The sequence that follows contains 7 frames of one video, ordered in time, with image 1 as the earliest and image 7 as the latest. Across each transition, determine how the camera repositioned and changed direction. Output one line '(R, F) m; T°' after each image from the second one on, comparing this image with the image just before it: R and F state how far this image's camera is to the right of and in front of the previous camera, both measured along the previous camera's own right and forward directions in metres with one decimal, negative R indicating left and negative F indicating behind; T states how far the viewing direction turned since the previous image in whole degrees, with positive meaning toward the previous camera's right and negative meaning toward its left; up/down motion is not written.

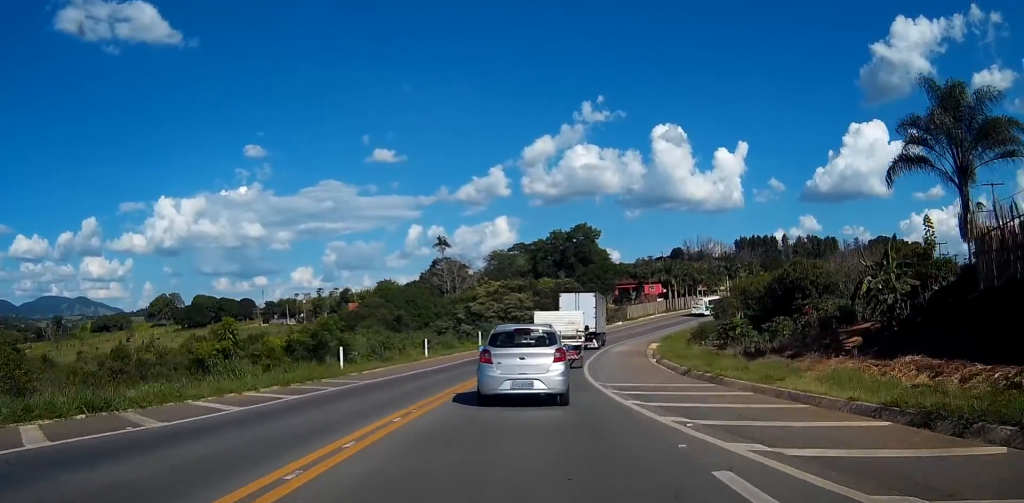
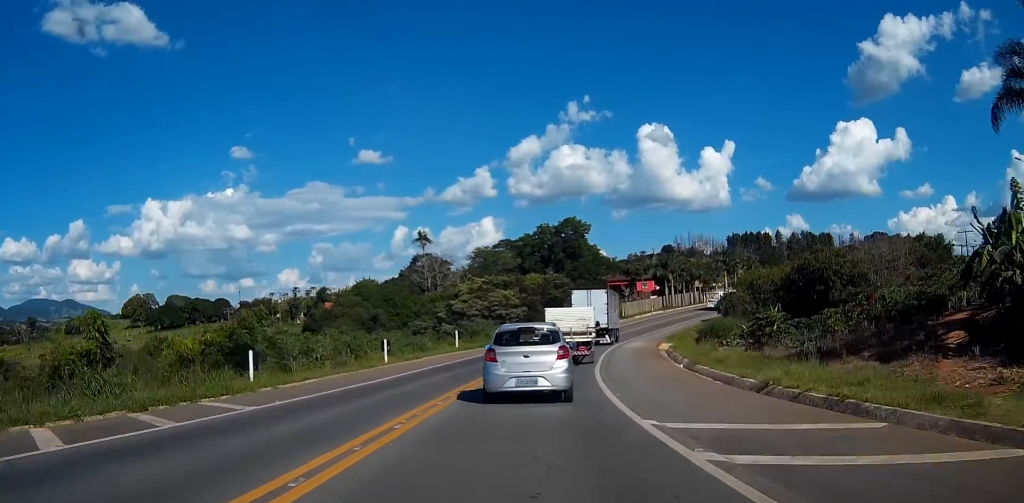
(-0.1, +9.9) m; 0°
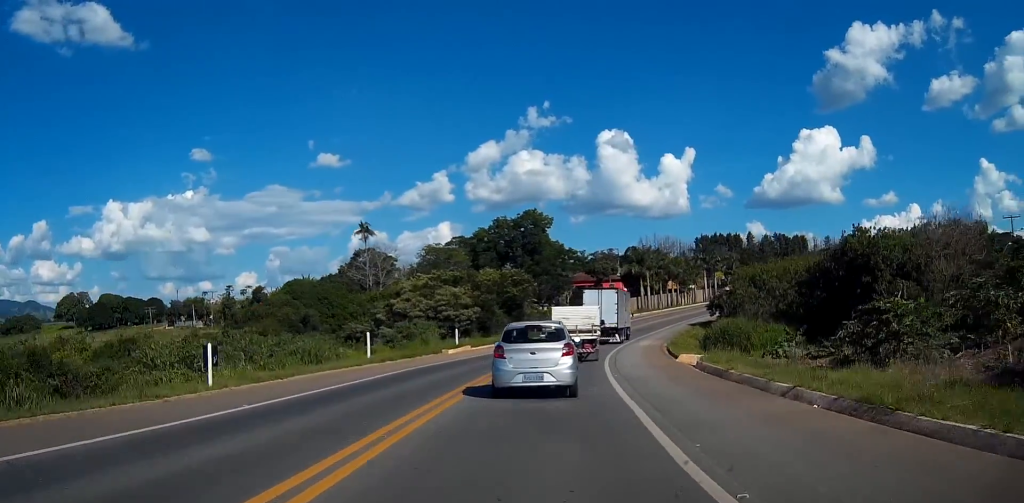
(+0.2, +18.0) m; +3°
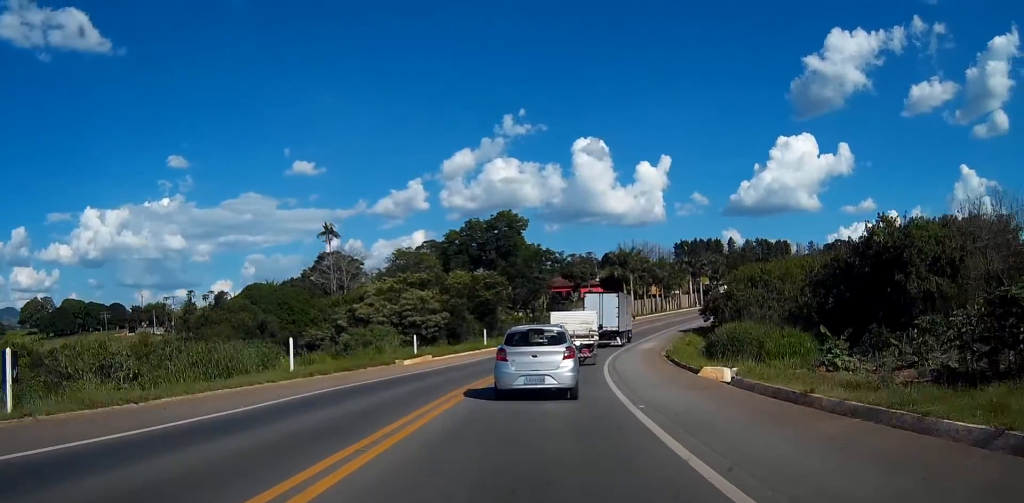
(+0.3, +8.5) m; +2°
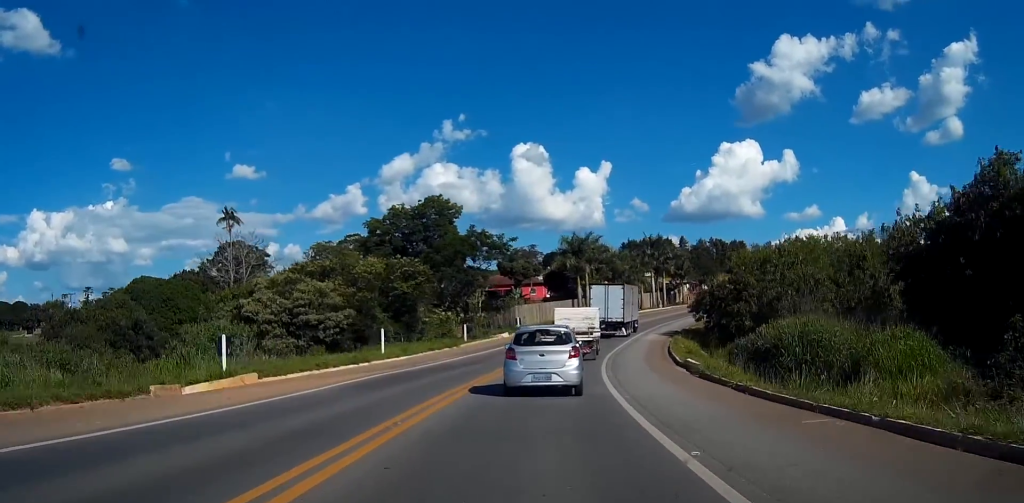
(+1.0, +20.7) m; +5°
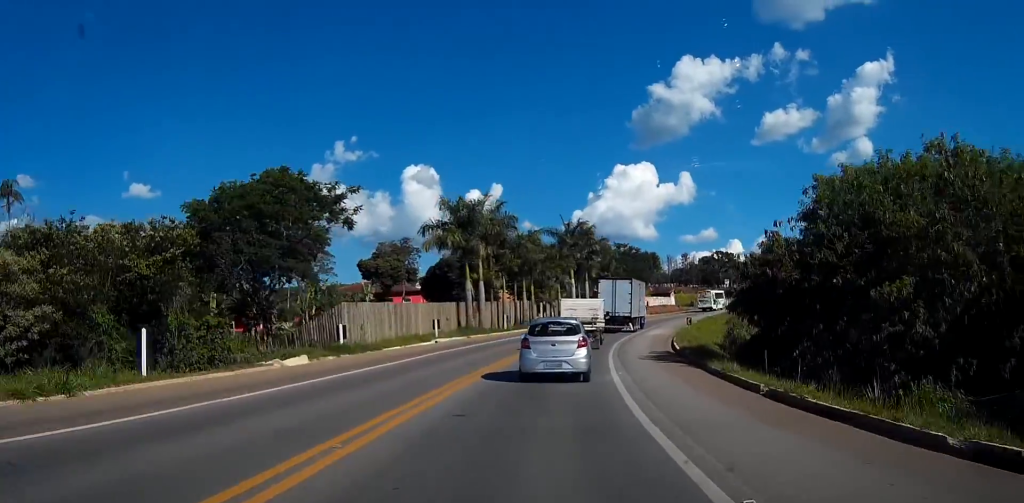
(+2.4, +34.9) m; +8°
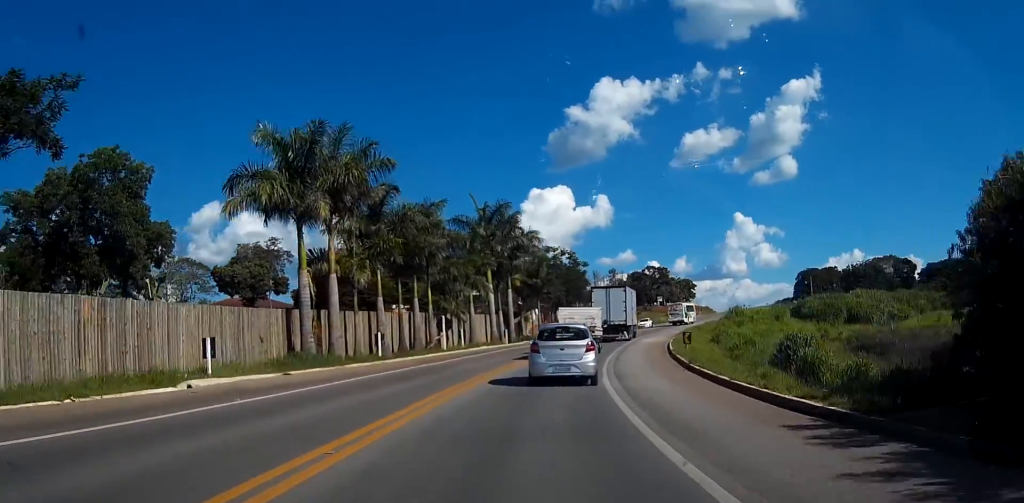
(+1.4, +24.8) m; +6°
